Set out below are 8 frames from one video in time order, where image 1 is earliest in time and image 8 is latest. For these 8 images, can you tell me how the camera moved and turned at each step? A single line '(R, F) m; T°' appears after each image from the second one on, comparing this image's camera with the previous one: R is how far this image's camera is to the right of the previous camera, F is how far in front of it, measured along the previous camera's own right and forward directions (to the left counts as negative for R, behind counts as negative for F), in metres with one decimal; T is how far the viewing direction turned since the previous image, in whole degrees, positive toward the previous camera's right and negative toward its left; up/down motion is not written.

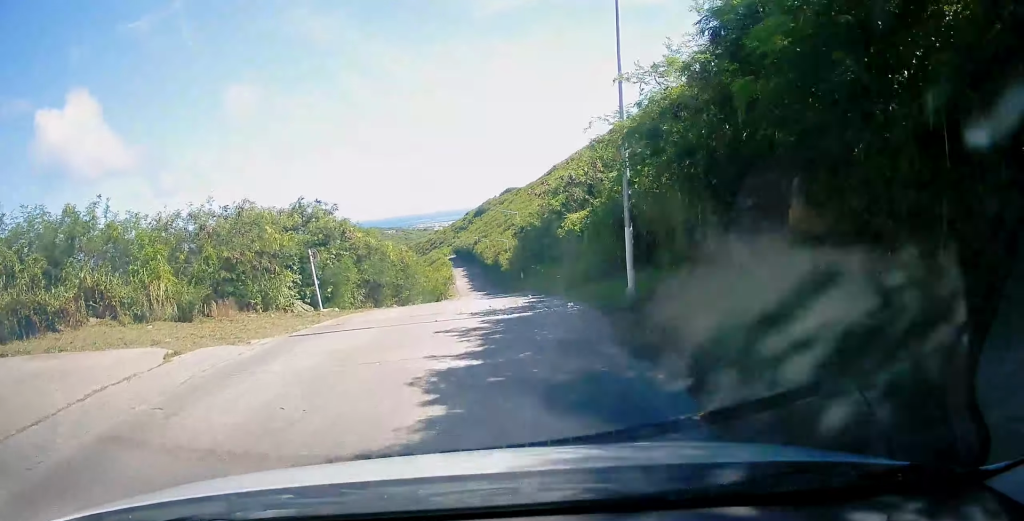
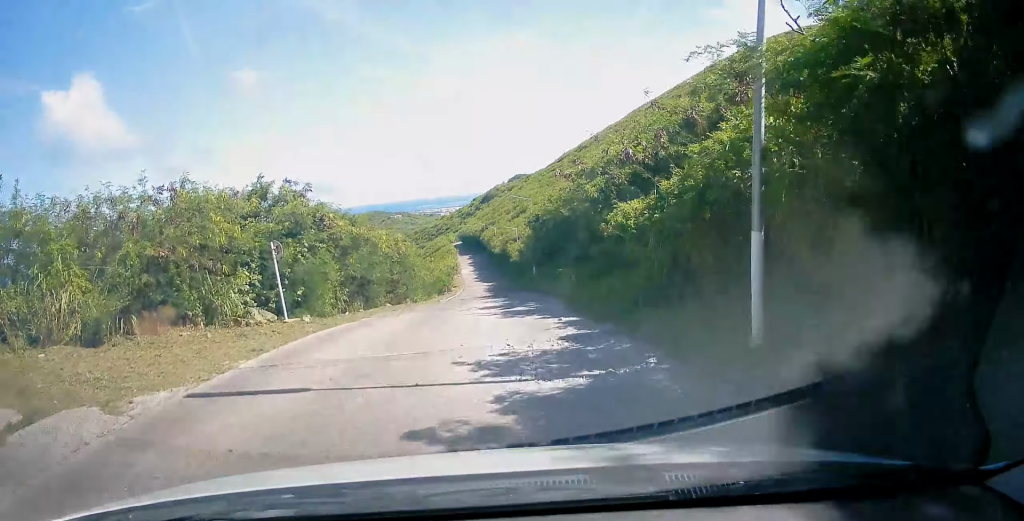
(-0.4, +4.2) m; -5°
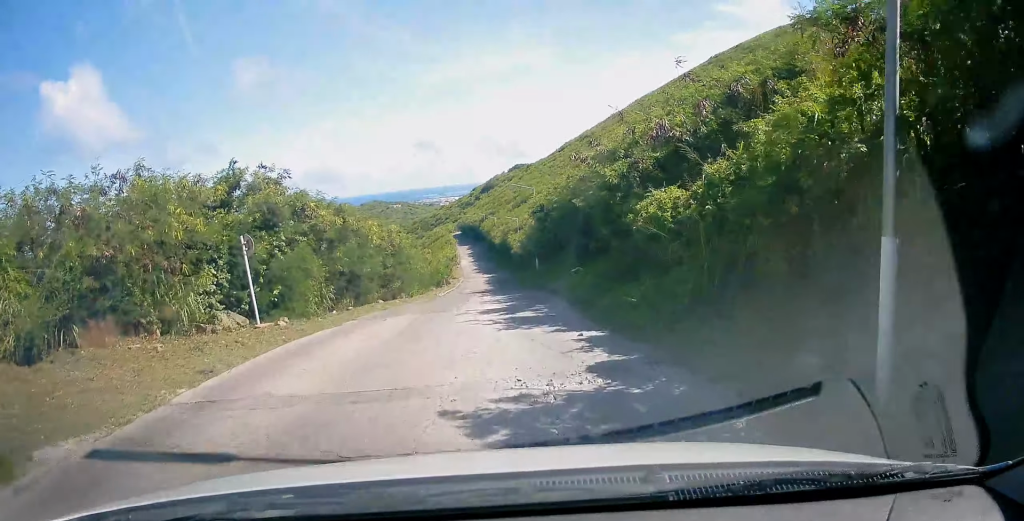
(0.0, +2.0) m; -1°
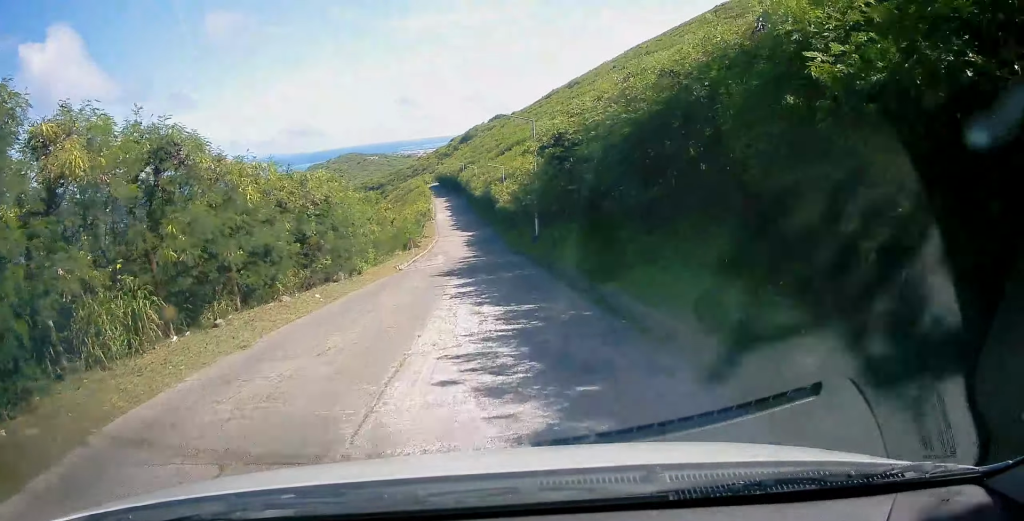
(0.0, +9.8) m; +3°
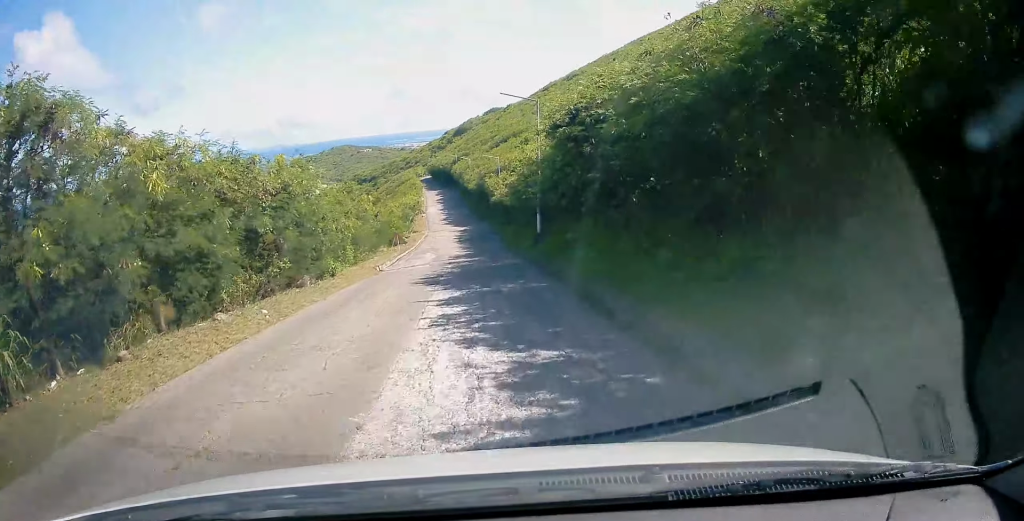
(+0.1, +3.2) m; +2°
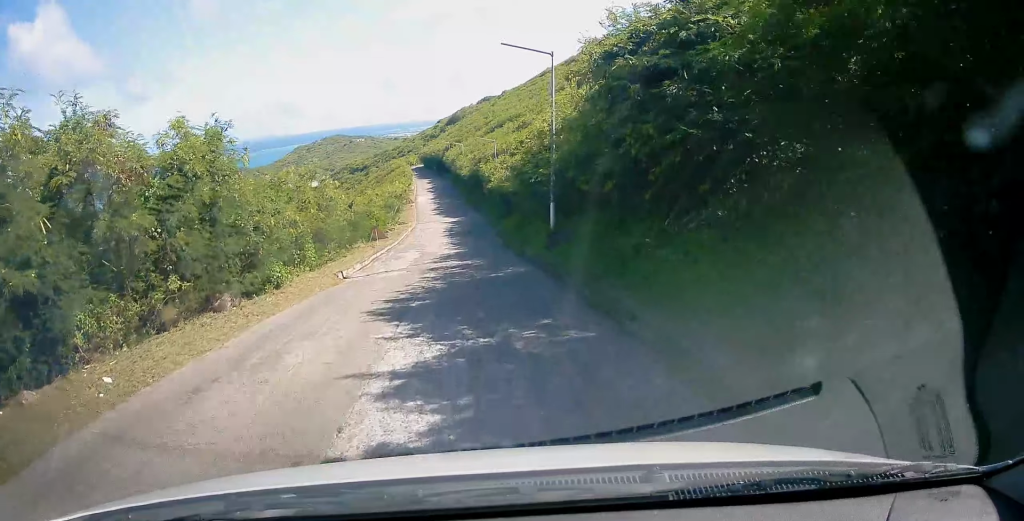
(-0.1, +5.0) m; +4°
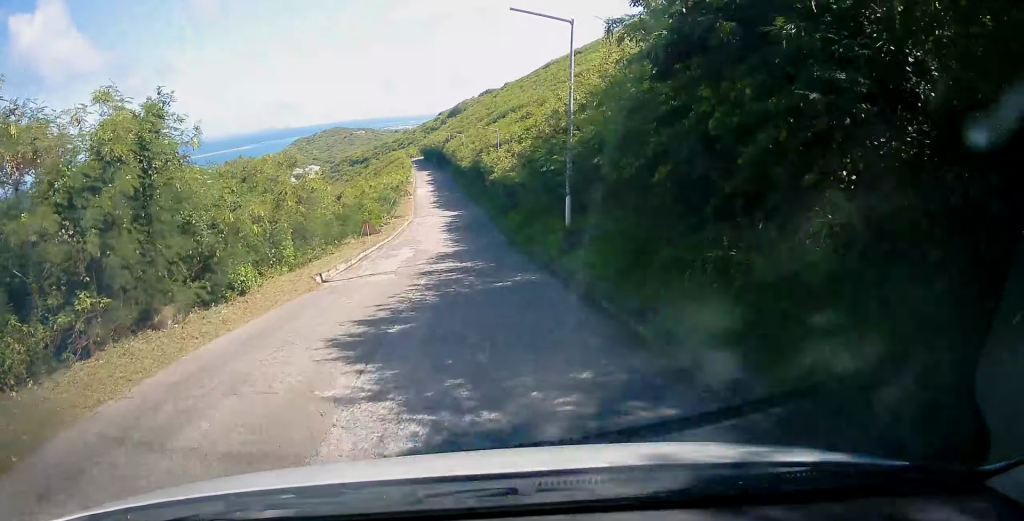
(+0.3, +2.4) m; 0°
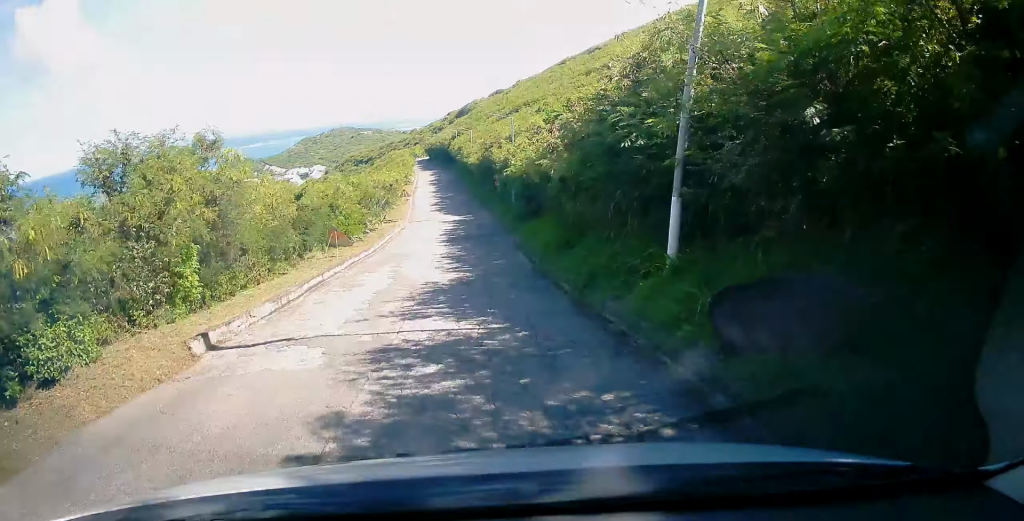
(-0.1, +6.6) m; -3°
